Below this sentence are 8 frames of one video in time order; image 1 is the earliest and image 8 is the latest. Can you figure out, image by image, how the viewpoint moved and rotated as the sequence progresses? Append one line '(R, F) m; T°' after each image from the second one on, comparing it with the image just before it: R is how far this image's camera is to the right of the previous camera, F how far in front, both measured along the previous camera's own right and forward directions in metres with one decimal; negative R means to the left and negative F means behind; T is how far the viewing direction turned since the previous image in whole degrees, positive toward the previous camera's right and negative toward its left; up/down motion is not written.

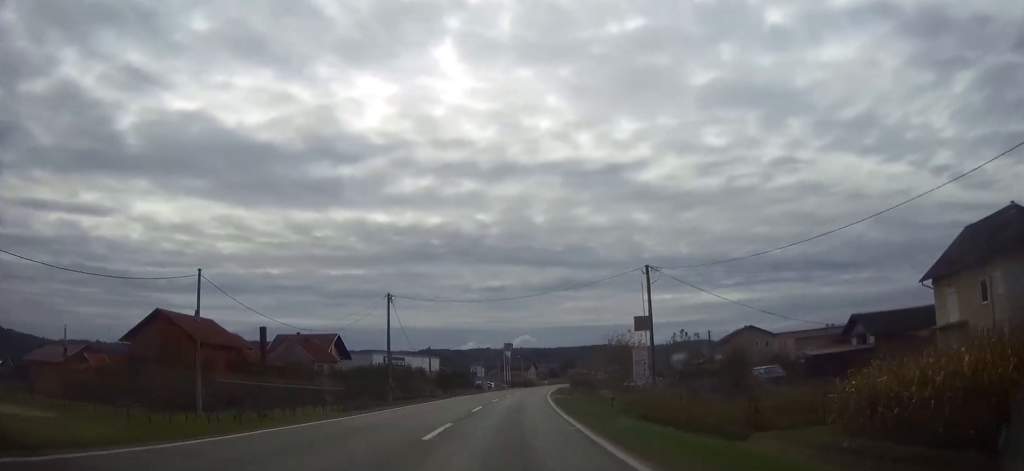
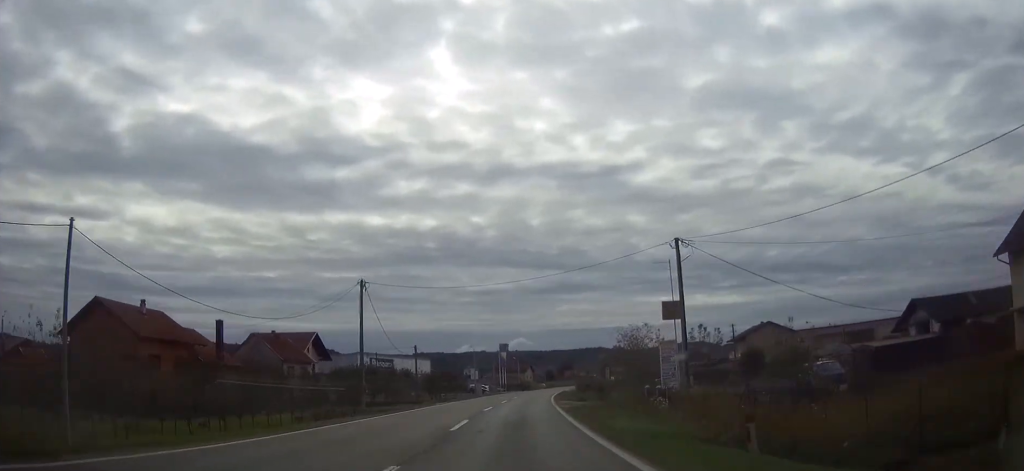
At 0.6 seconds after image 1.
(+0.1, +10.2) m; 0°
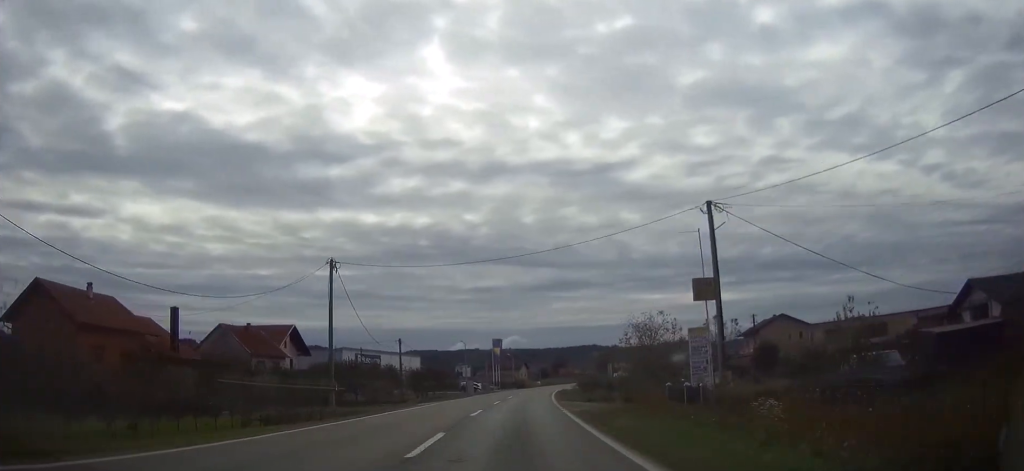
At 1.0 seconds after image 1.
(0.0, +7.8) m; 0°
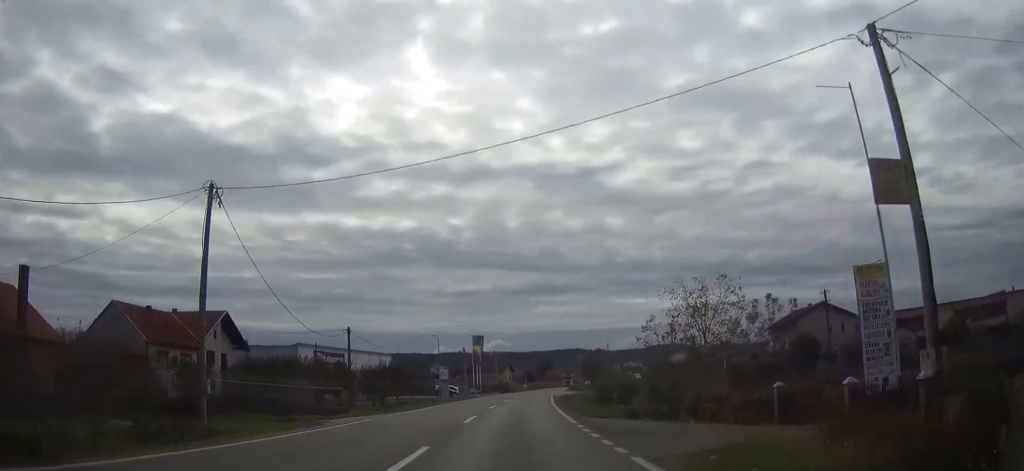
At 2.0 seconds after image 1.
(+0.1, +18.0) m; +1°
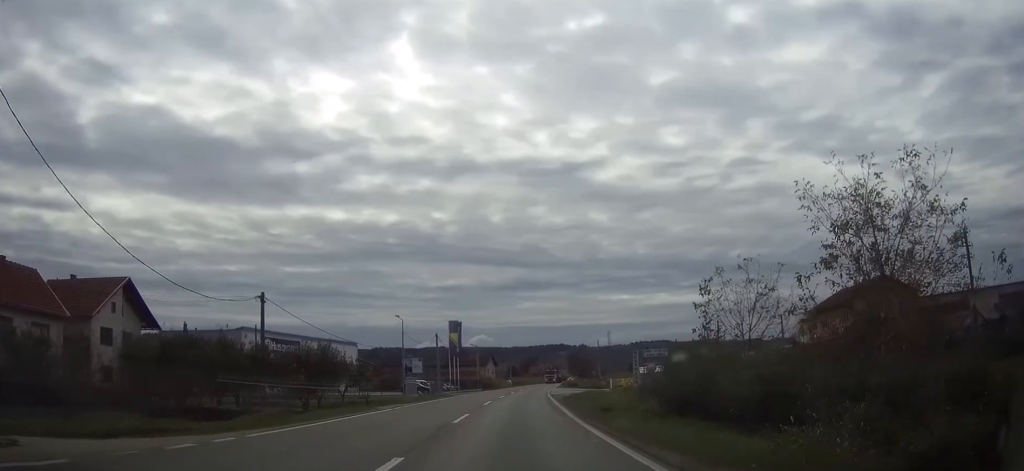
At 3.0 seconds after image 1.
(+0.3, +17.8) m; +2°
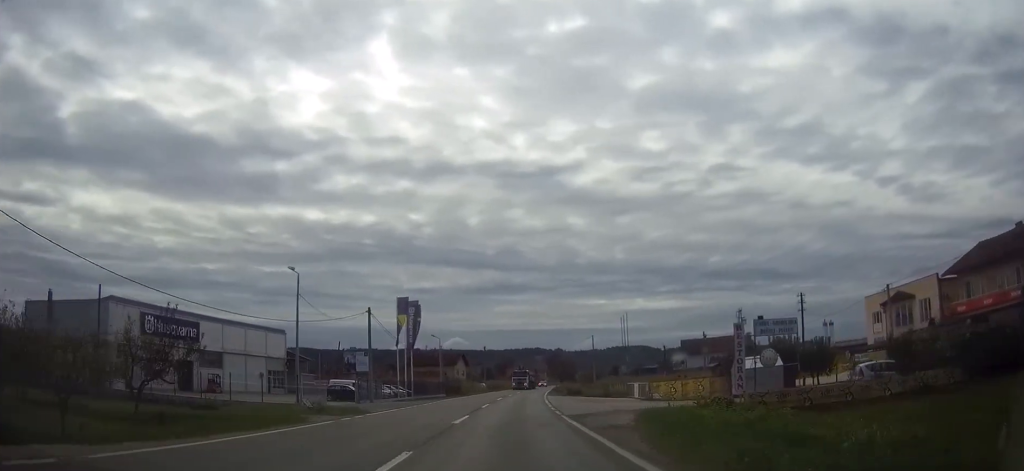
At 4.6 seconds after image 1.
(+0.4, +28.6) m; +2°
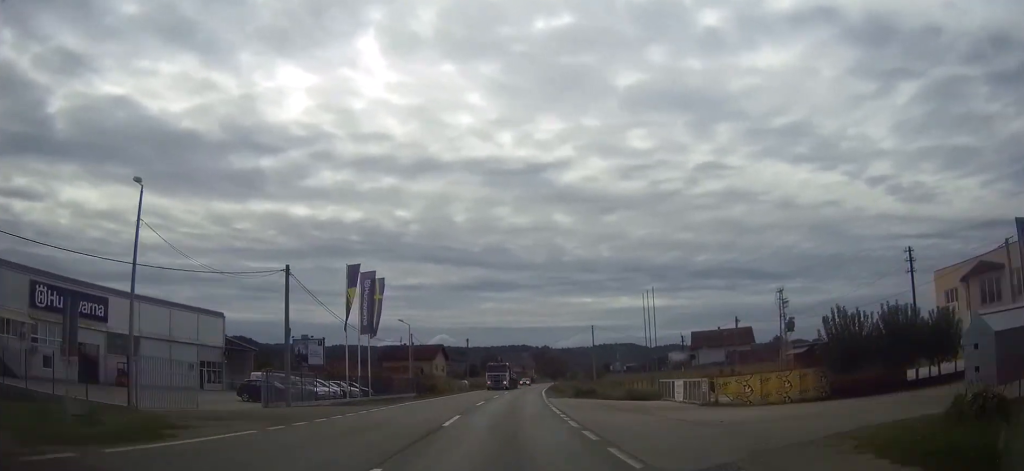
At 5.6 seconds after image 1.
(+0.2, +17.4) m; +1°
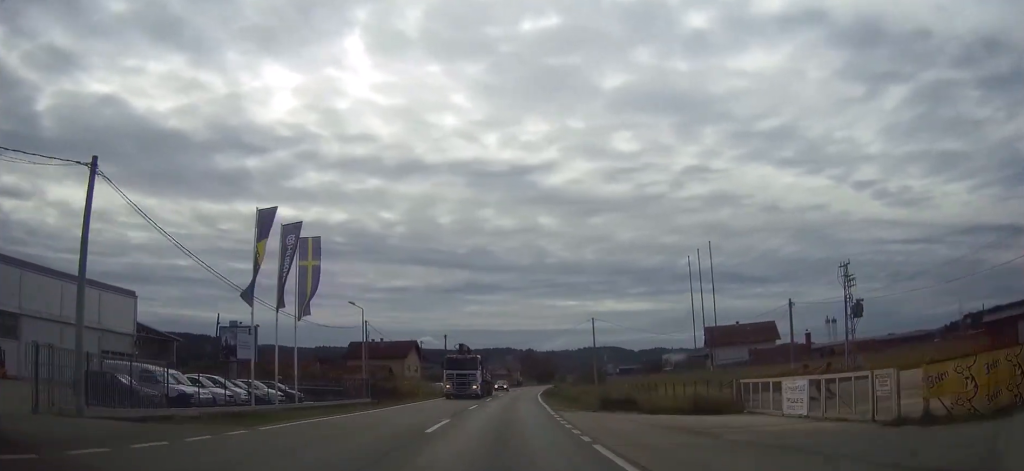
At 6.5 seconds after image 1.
(+0.2, +17.4) m; +1°
